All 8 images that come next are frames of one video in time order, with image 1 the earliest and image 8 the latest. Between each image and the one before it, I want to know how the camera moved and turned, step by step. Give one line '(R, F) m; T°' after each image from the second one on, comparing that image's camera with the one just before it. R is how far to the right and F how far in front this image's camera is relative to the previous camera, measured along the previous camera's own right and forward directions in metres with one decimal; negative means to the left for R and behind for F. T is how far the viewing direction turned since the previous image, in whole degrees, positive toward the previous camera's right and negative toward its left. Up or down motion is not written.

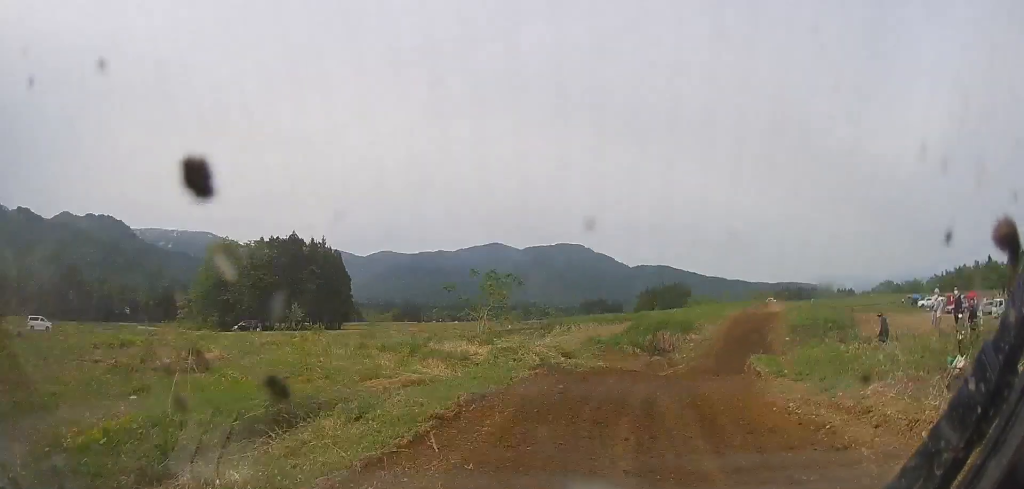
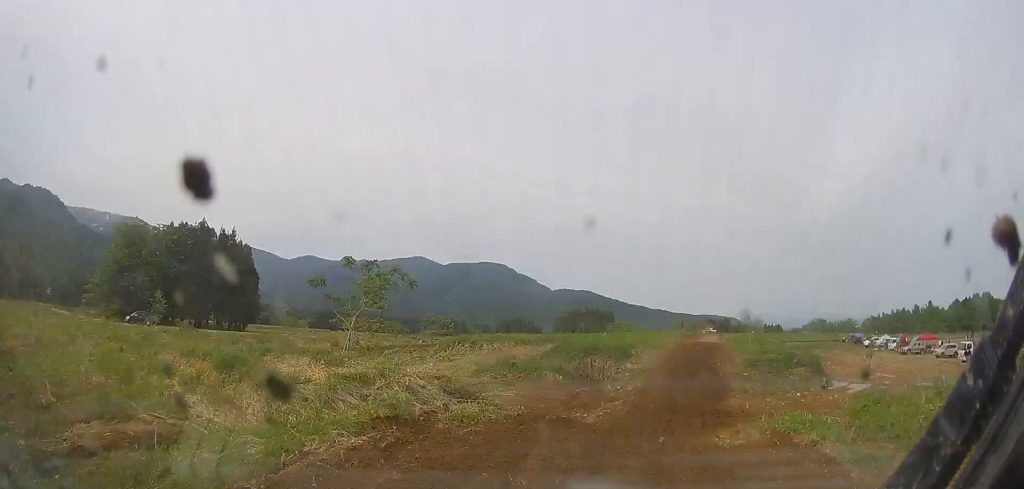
(-0.1, +7.4) m; +8°
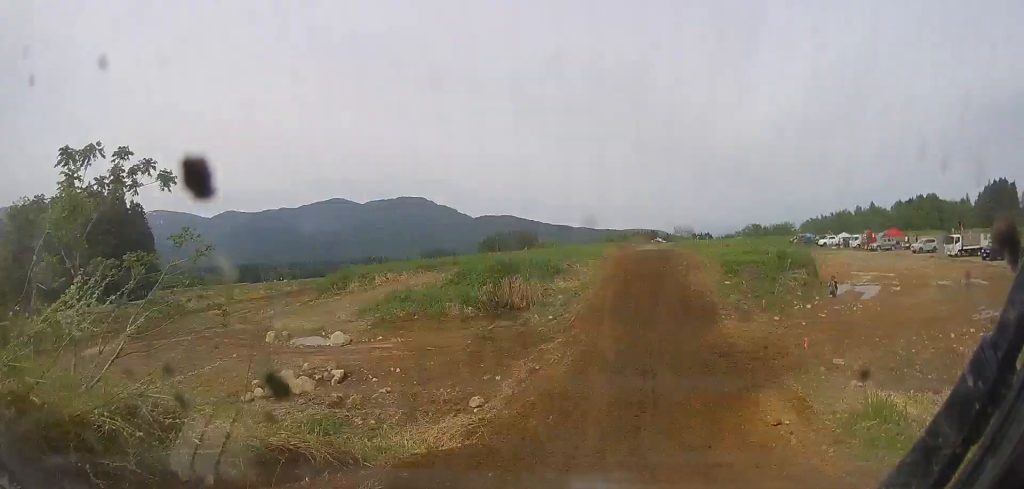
(+1.7, +9.9) m; +9°
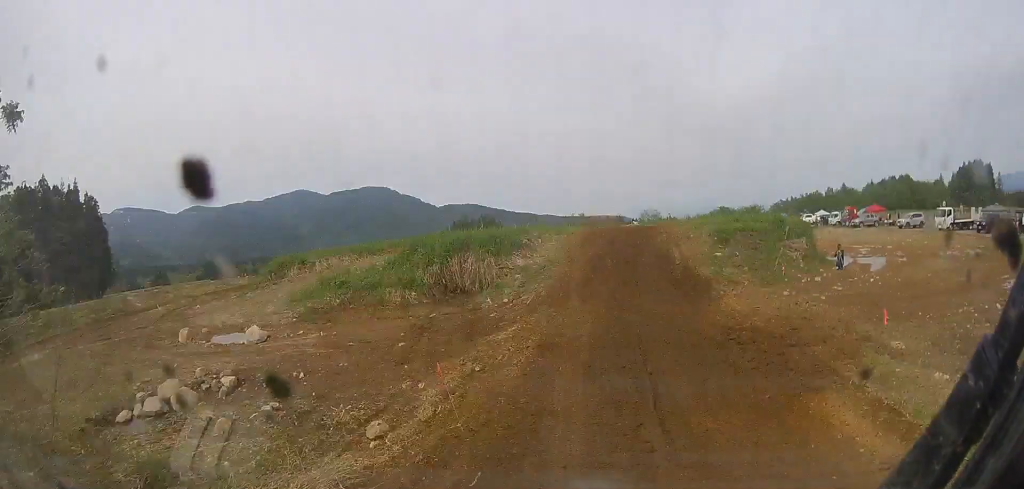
(0.0, +5.2) m; 0°
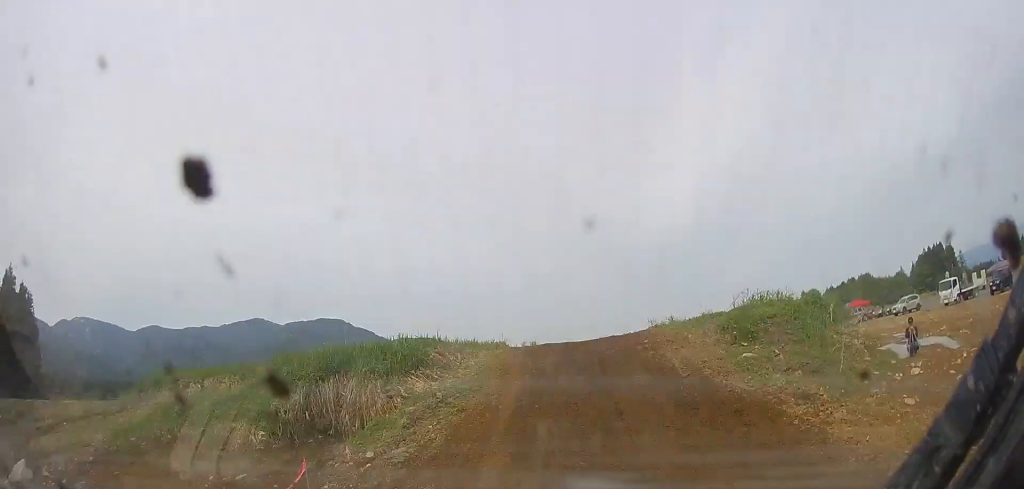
(0.0, +7.9) m; 0°
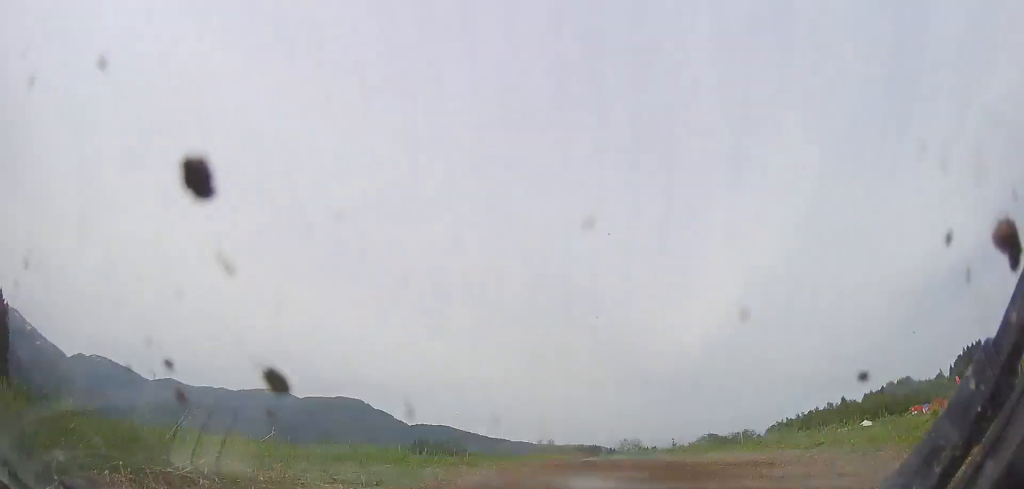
(0.0, +12.9) m; 0°
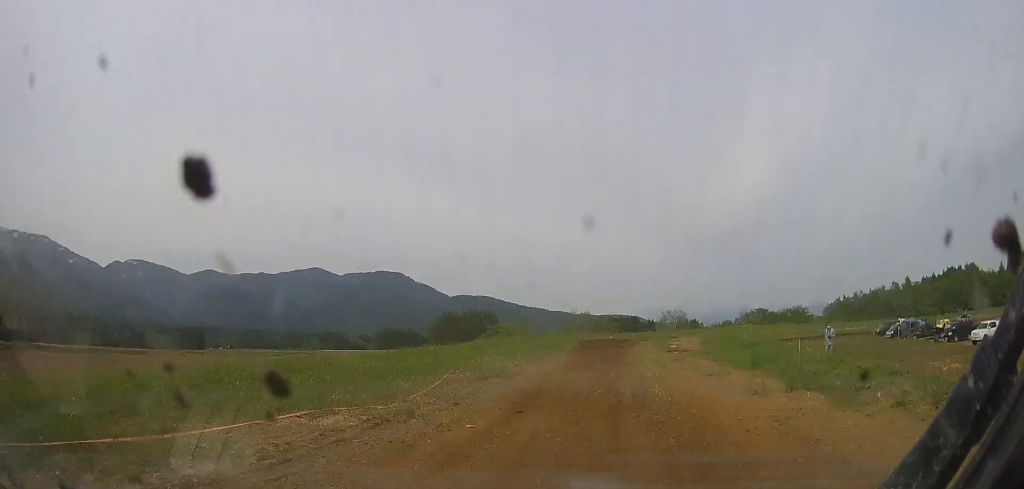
(0.0, +27.6) m; 0°
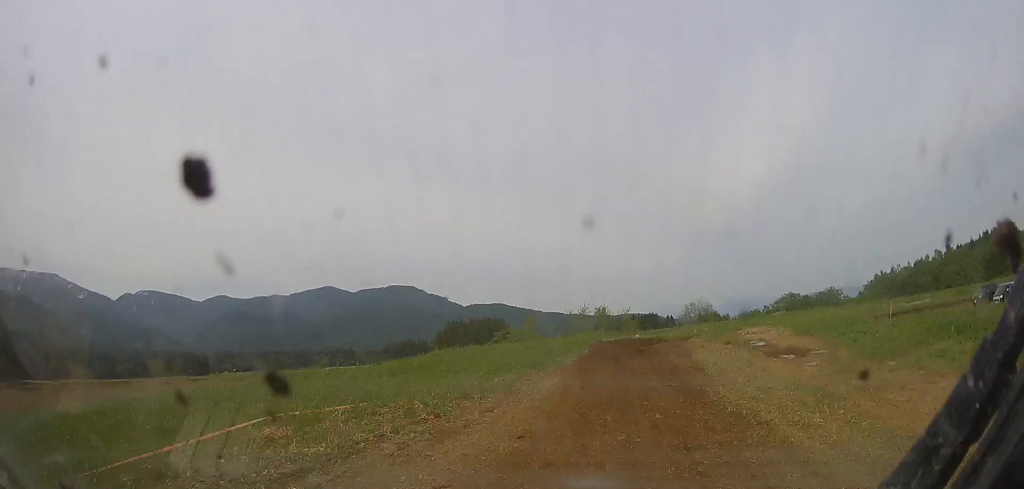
(0.0, +19.5) m; +1°
